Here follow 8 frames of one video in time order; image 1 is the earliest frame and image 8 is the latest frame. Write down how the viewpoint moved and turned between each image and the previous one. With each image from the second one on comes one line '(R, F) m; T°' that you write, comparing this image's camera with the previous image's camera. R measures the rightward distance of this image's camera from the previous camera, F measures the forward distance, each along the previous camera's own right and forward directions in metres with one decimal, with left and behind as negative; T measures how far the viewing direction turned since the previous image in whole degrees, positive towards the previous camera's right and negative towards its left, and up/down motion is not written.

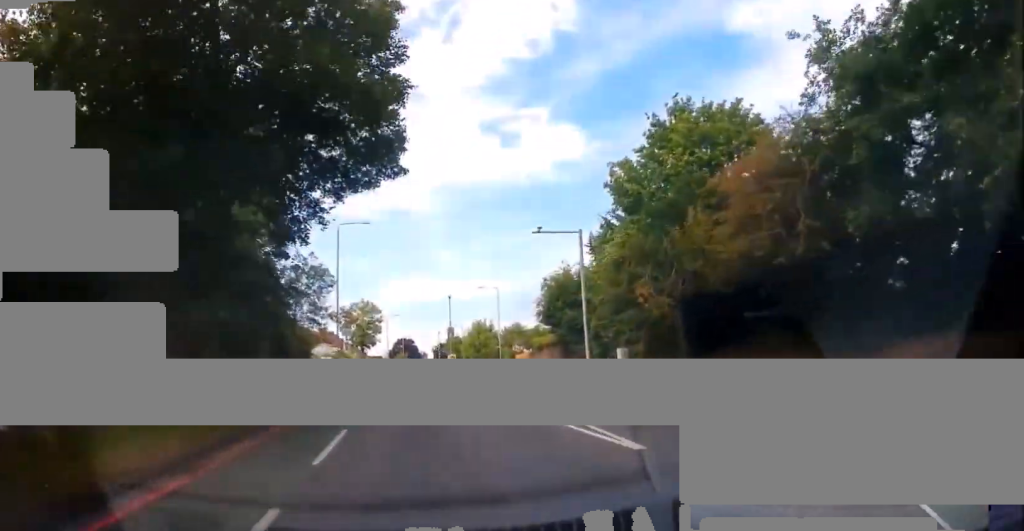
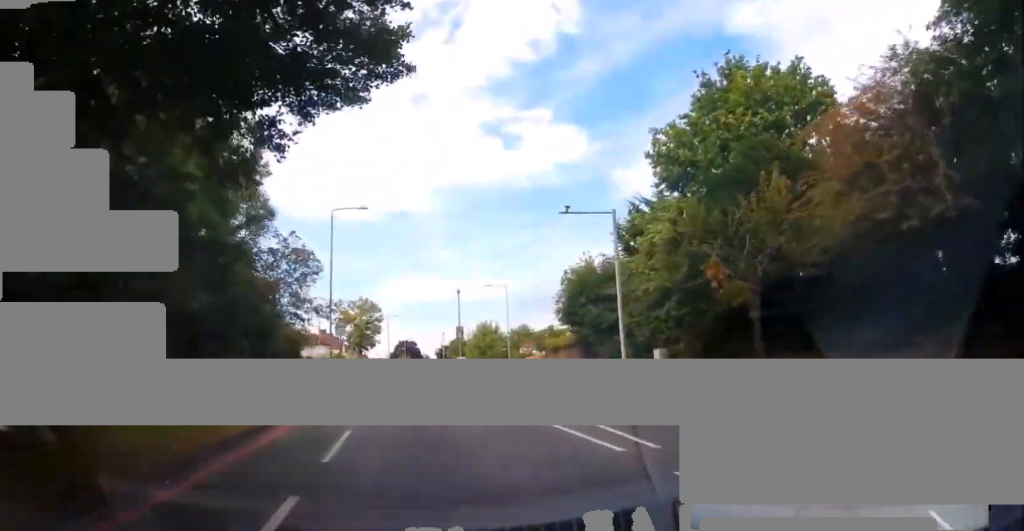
(-0.2, +5.3) m; 0°
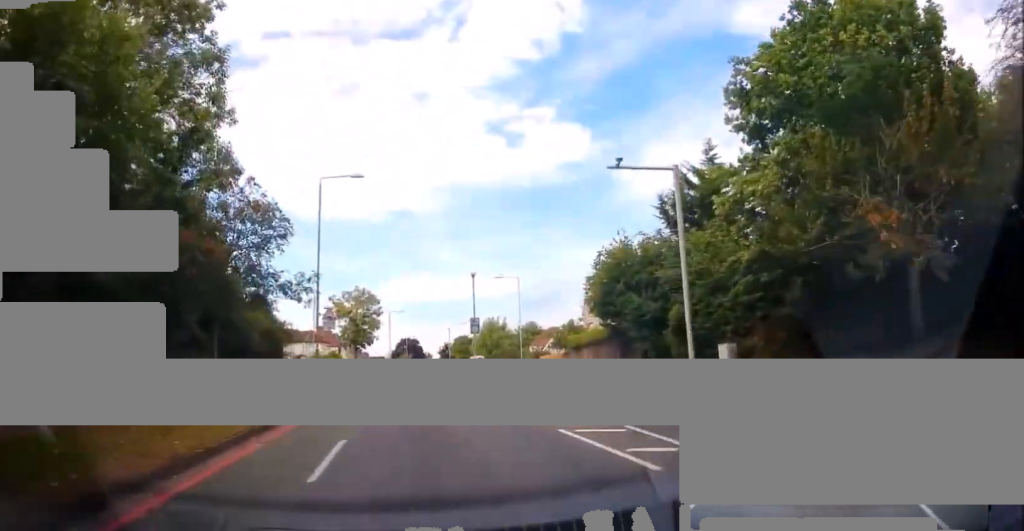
(+0.2, +7.3) m; +2°
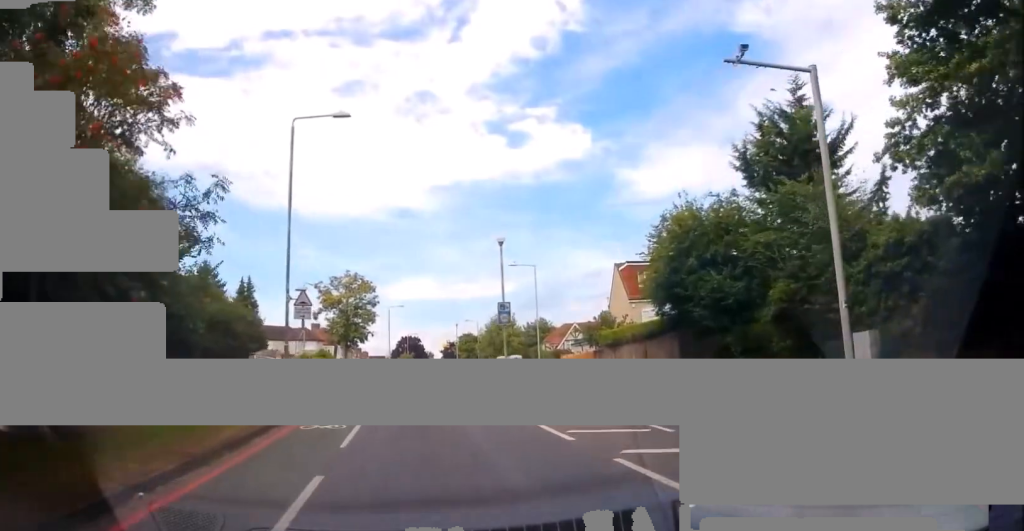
(+0.2, +8.7) m; +1°
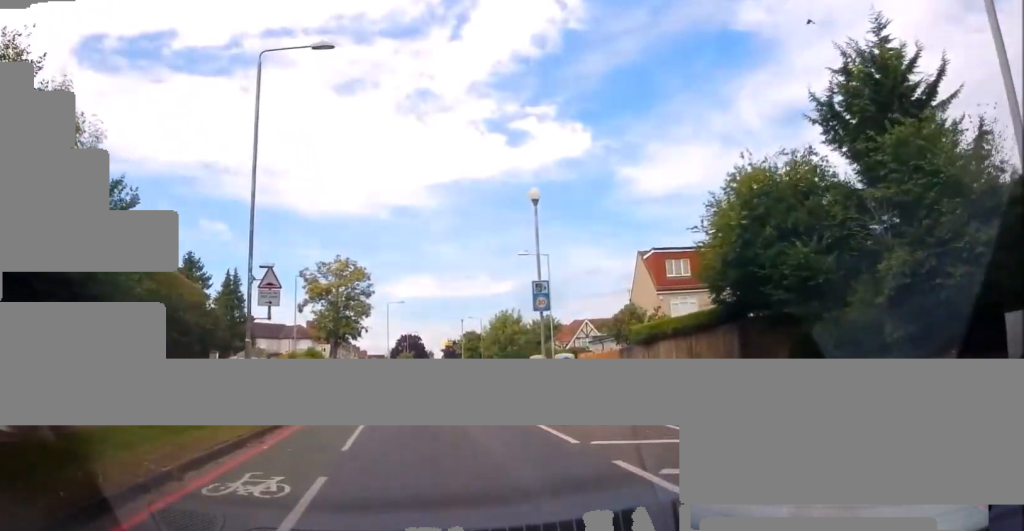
(+0.2, +6.1) m; -1°
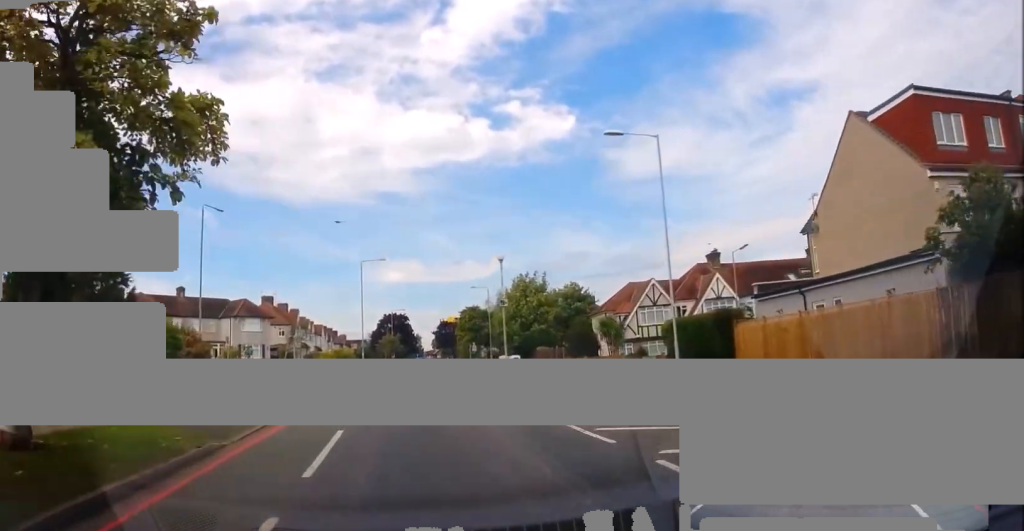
(-0.6, +28.0) m; +1°
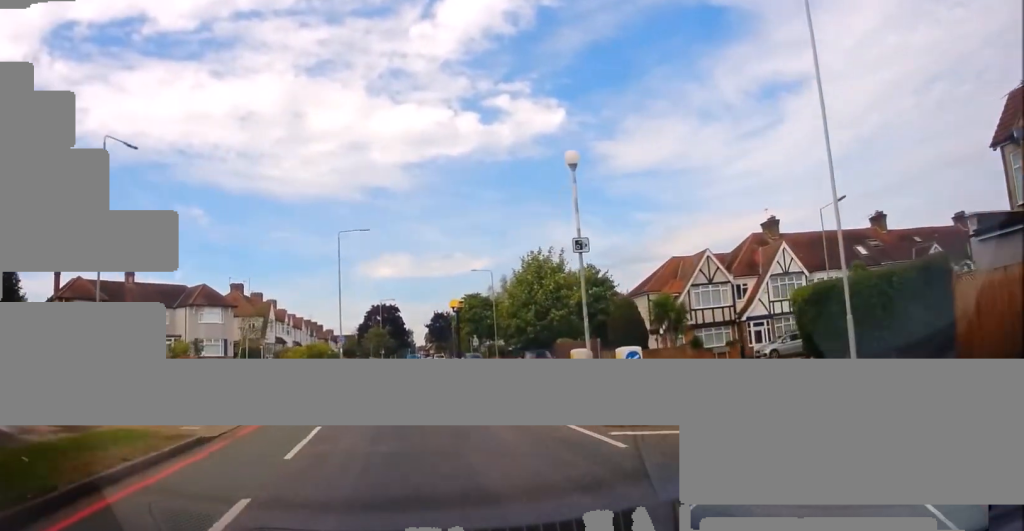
(+0.2, +12.9) m; -1°
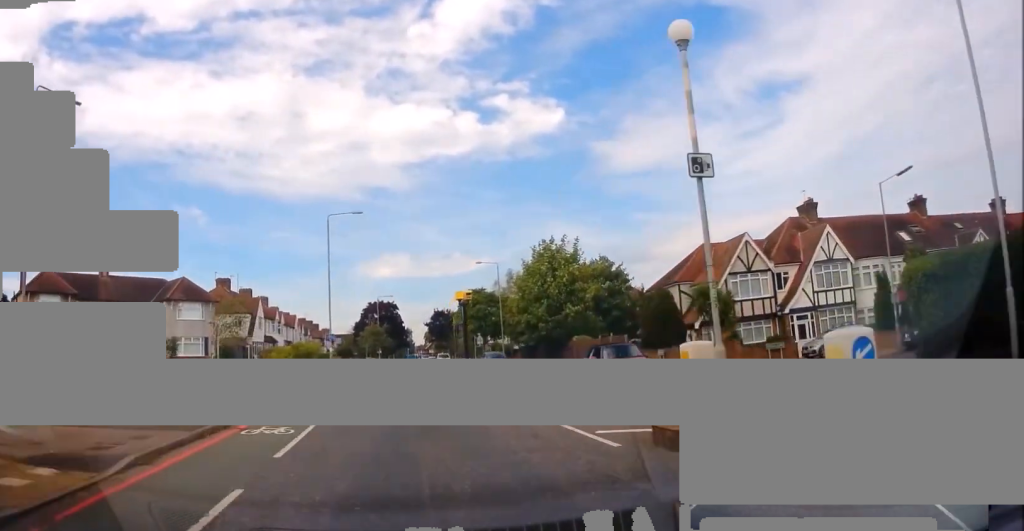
(0.0, +5.6) m; -1°
